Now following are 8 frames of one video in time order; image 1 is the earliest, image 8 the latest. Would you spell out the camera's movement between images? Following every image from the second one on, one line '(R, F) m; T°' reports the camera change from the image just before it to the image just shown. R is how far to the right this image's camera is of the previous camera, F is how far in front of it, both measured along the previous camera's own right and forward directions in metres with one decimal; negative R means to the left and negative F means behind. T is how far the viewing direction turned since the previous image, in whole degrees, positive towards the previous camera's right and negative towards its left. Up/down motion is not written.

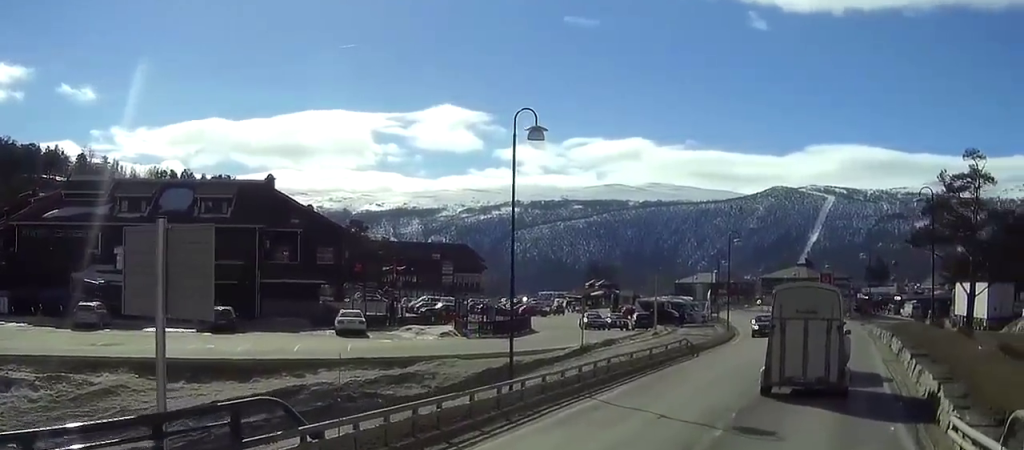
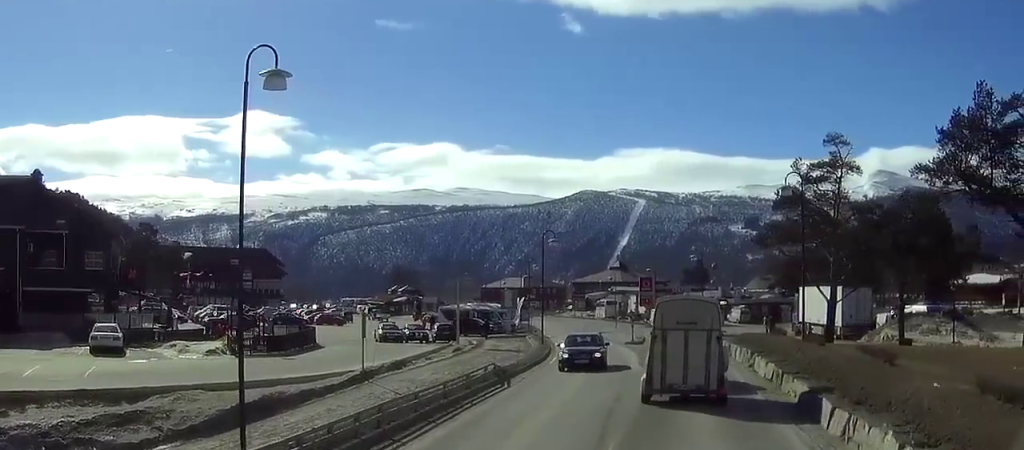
(+1.0, +10.8) m; +13°
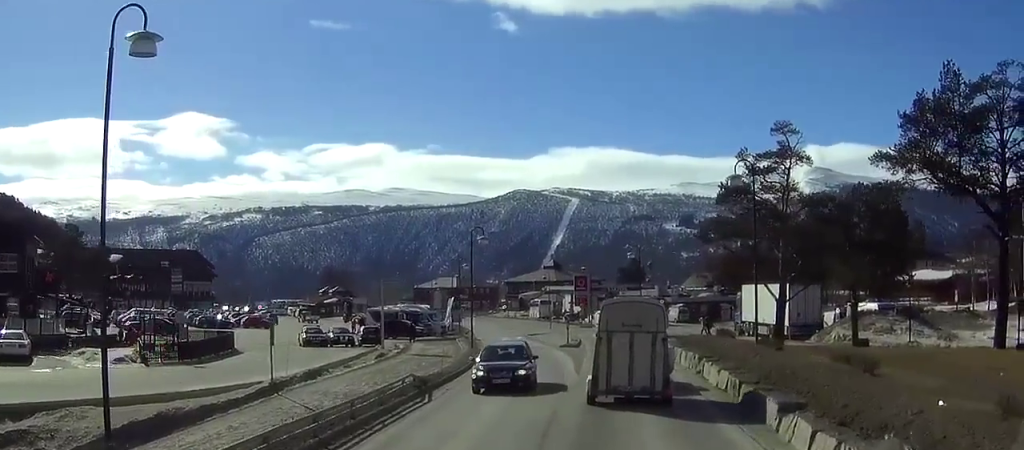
(+0.2, +4.0) m; +3°
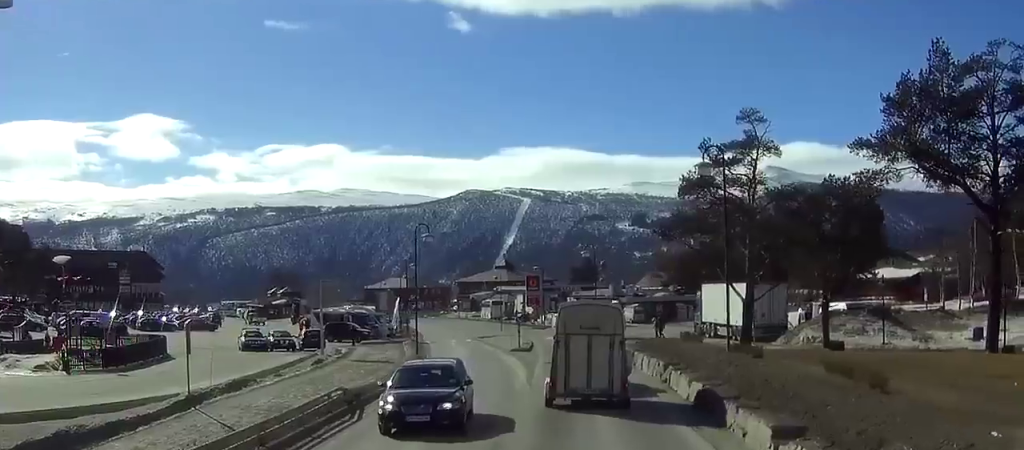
(+0.2, +4.0) m; +3°
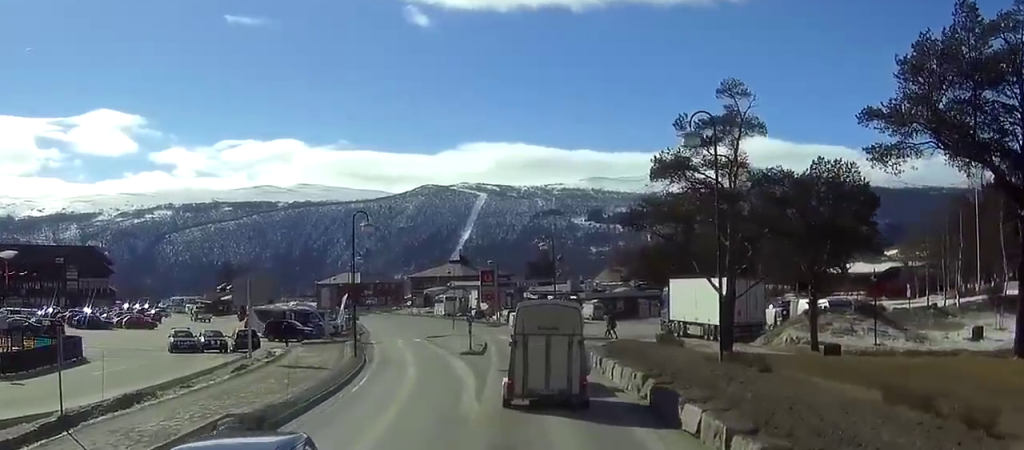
(+0.1, +6.5) m; +2°
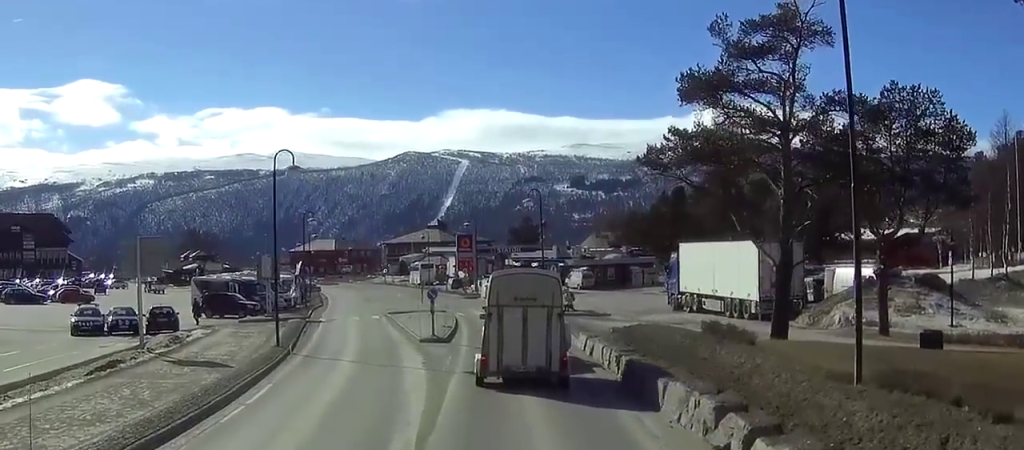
(+0.4, +12.9) m; +2°
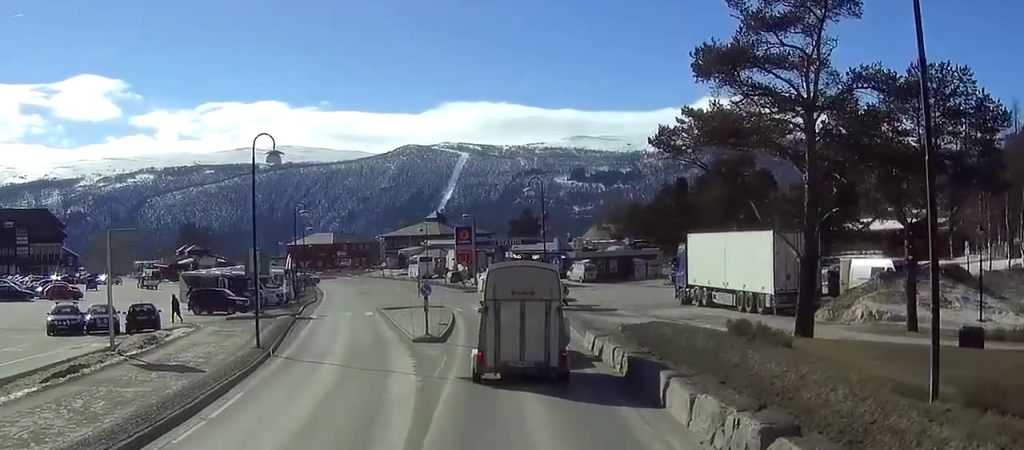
(0.0, +3.0) m; 0°
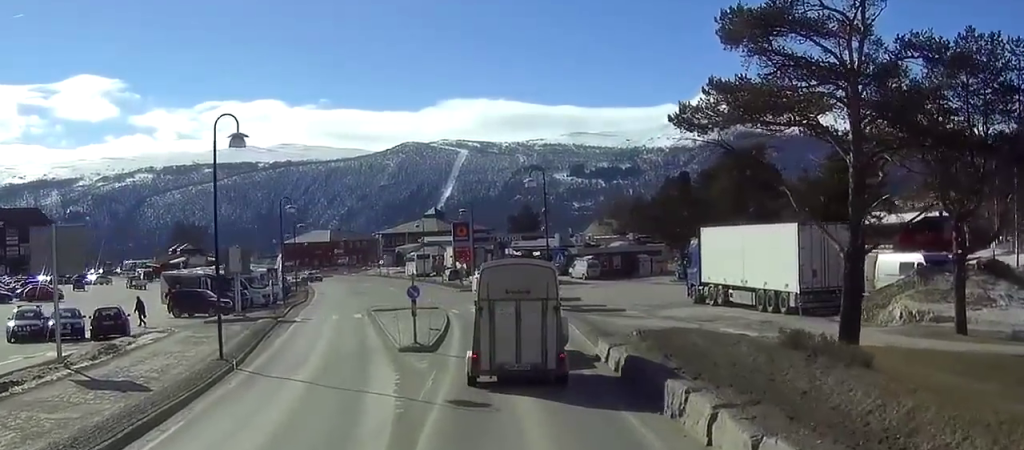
(0.0, +4.5) m; 0°
